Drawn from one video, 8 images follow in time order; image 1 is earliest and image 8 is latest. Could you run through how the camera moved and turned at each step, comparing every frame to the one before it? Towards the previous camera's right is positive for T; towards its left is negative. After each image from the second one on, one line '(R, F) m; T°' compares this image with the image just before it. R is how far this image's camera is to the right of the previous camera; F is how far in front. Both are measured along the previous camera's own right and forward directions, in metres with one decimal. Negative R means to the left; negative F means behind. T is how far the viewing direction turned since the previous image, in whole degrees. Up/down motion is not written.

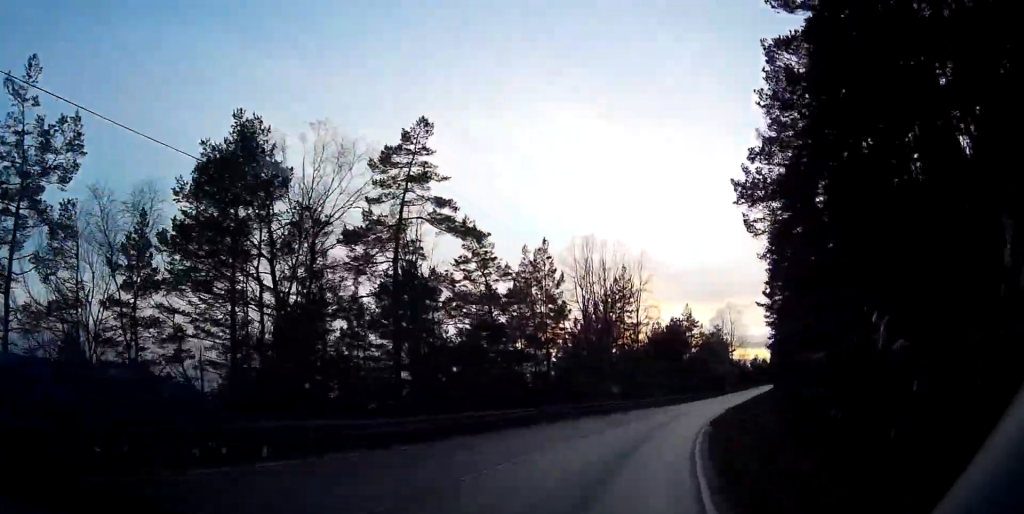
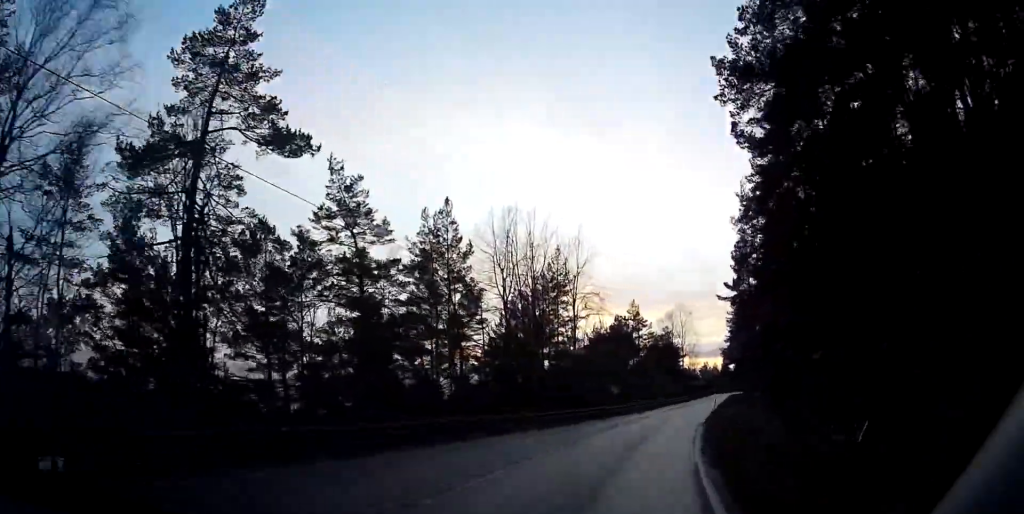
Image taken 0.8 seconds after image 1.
(+0.3, +14.0) m; +3°
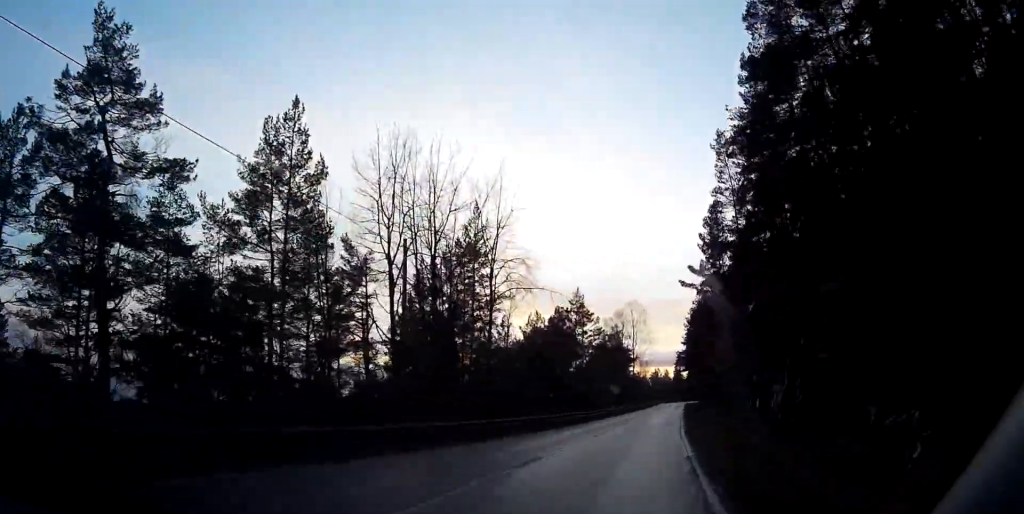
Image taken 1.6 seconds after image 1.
(+0.3, +15.5) m; +3°
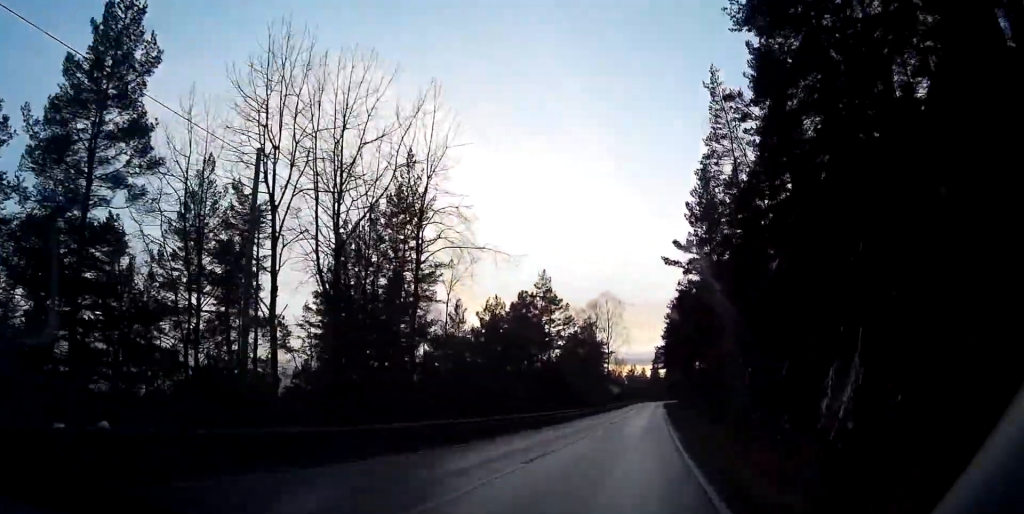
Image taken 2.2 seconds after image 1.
(+0.4, +10.8) m; +2°
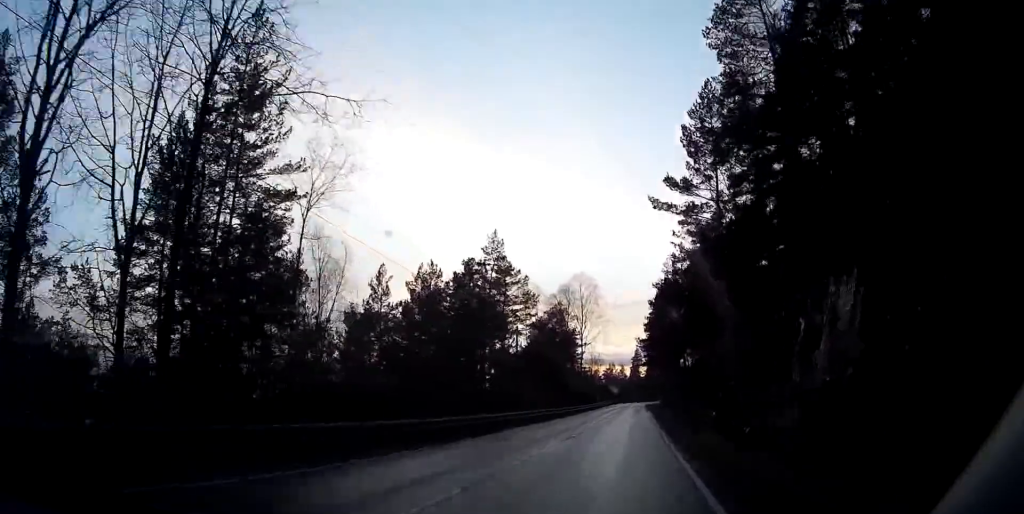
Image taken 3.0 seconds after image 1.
(+0.4, +16.6) m; +1°
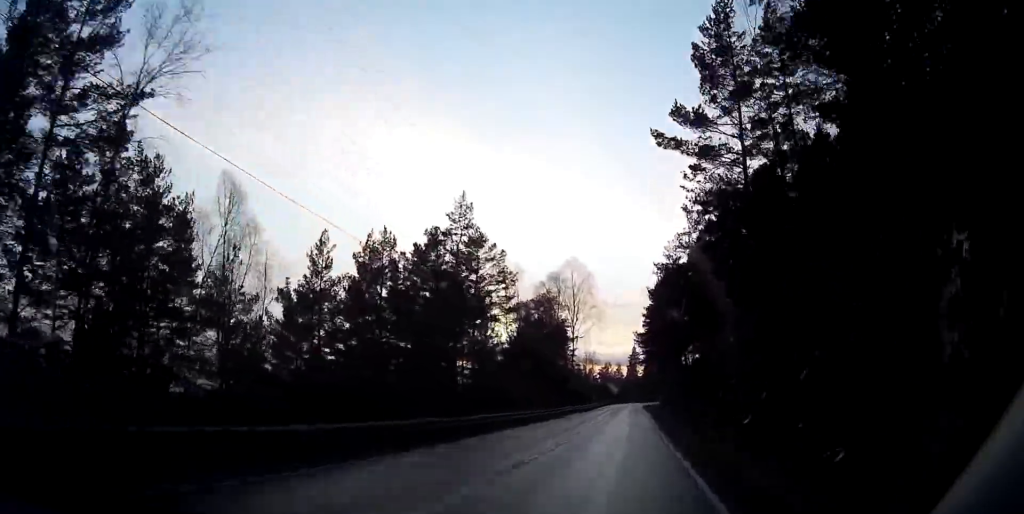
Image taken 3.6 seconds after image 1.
(+0.1, +10.2) m; 0°
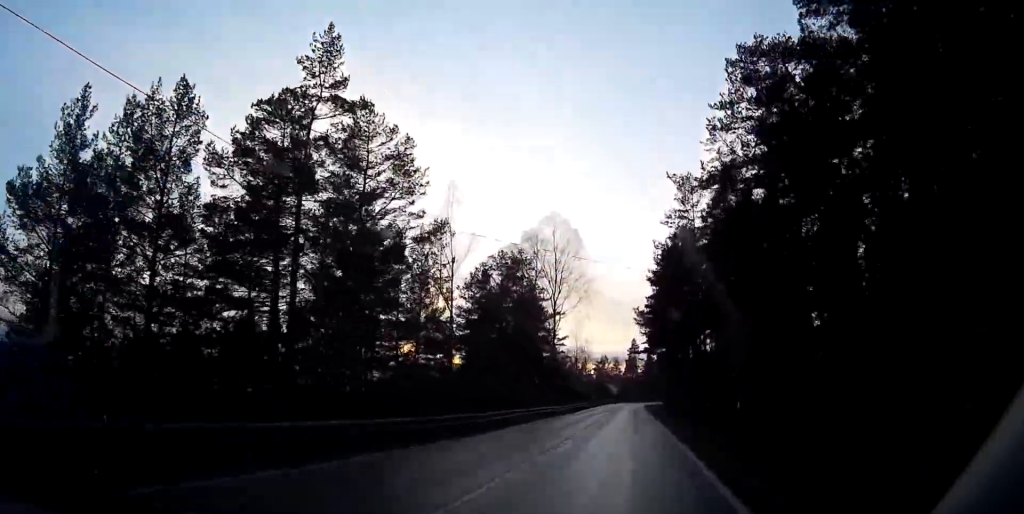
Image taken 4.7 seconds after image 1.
(-0.2, +22.2) m; -1°
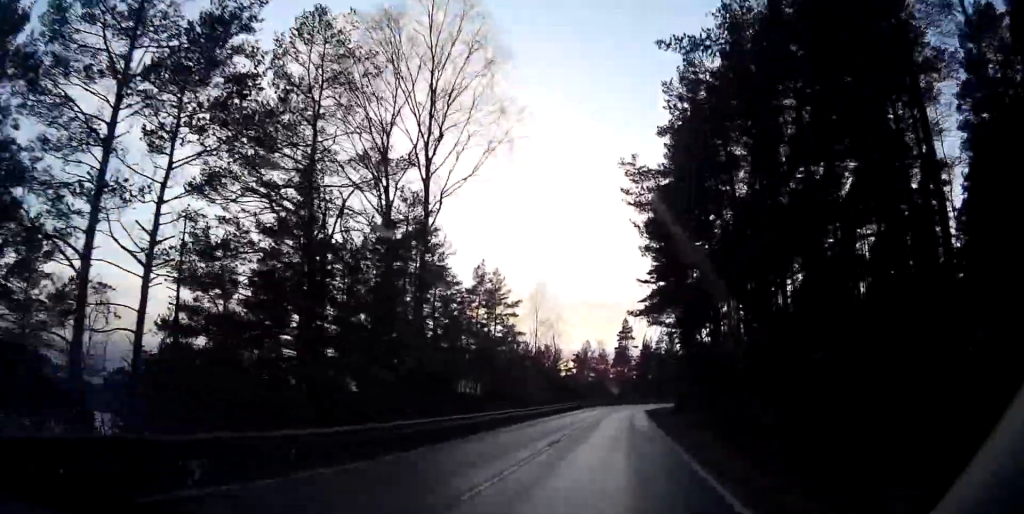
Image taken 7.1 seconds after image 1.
(-0.1, +42.7) m; +1°
